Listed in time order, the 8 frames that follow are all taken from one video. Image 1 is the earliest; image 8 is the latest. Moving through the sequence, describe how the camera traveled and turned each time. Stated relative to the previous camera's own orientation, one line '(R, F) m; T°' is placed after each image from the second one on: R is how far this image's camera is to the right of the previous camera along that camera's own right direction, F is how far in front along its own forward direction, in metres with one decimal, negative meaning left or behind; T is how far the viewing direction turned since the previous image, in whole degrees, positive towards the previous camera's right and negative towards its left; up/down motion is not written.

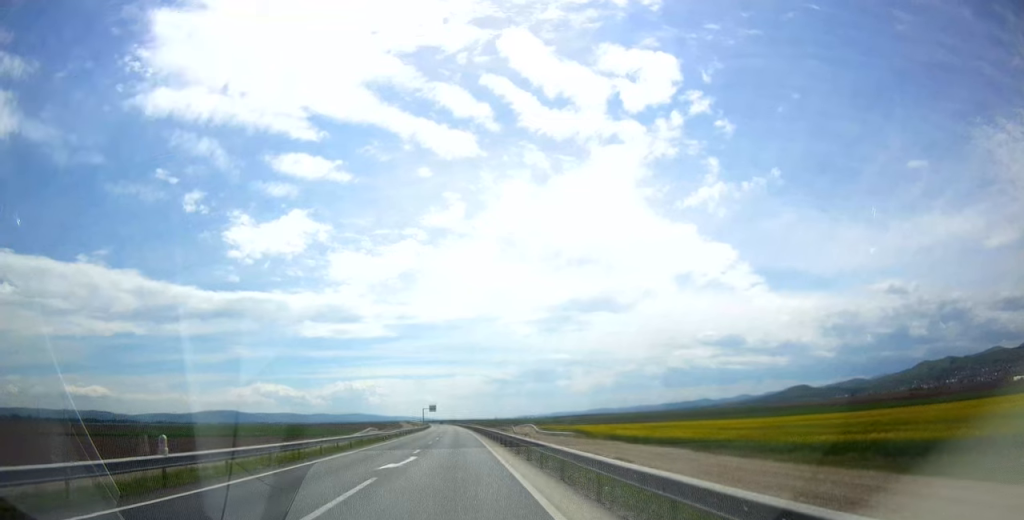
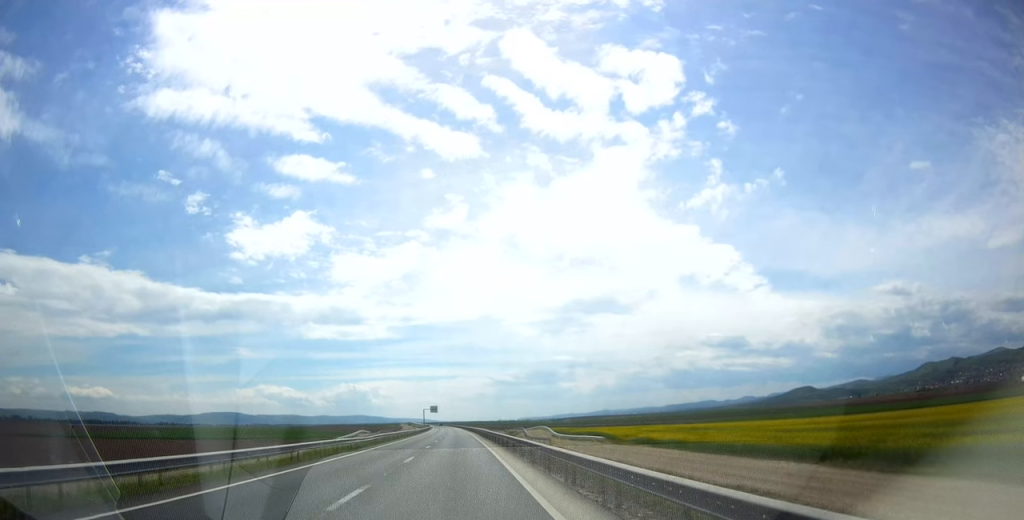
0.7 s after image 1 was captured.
(-0.1, +16.8) m; 0°
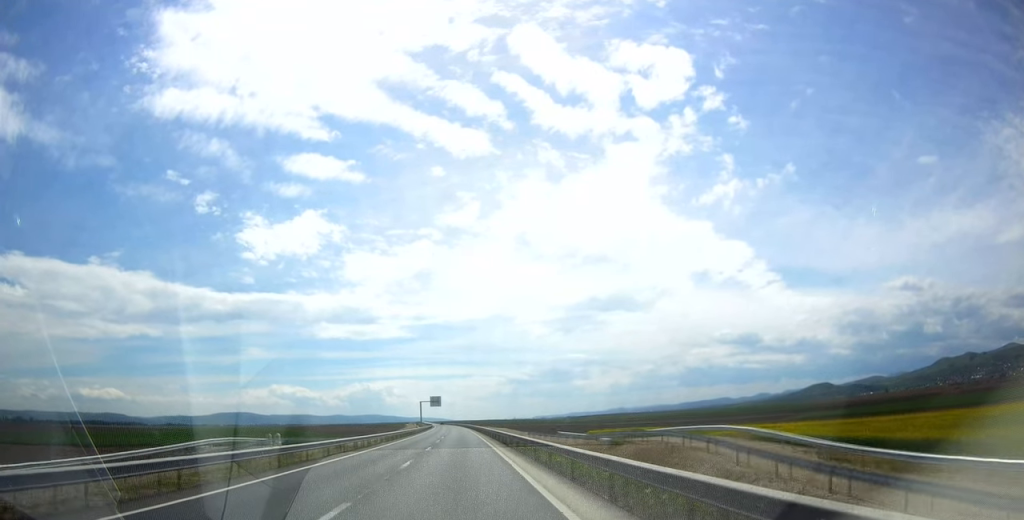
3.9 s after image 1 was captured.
(-0.3, +75.1) m; -1°
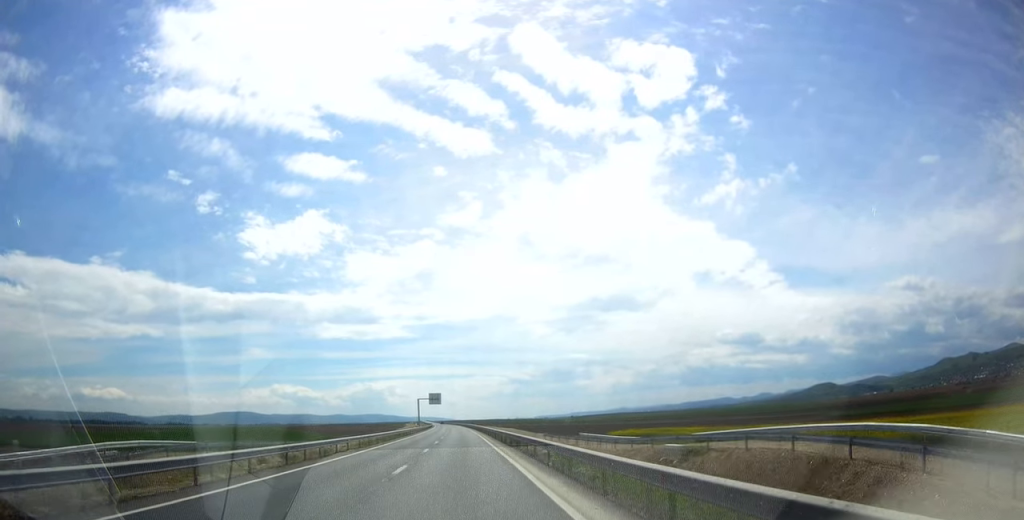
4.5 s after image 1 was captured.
(-0.1, +14.5) m; 0°
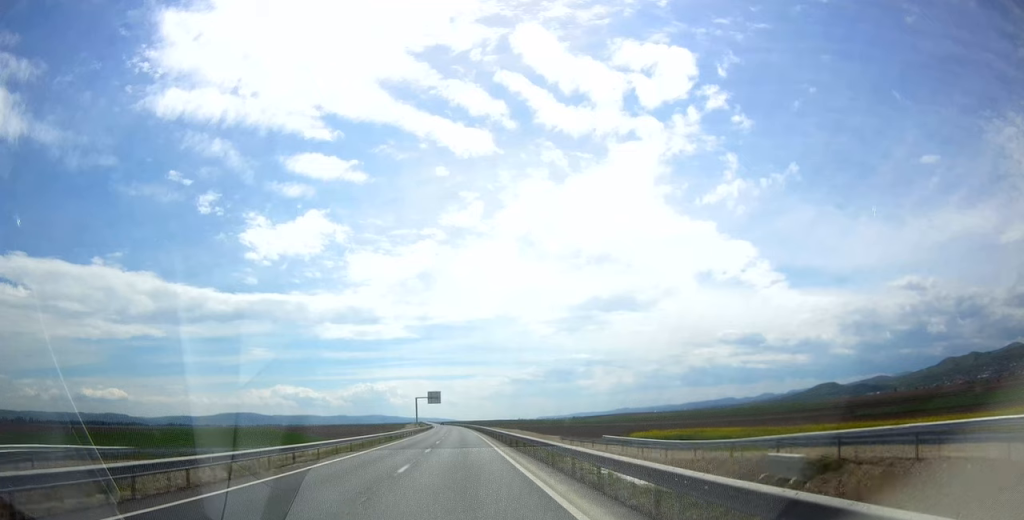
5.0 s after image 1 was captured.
(+0.3, +11.7) m; 0°
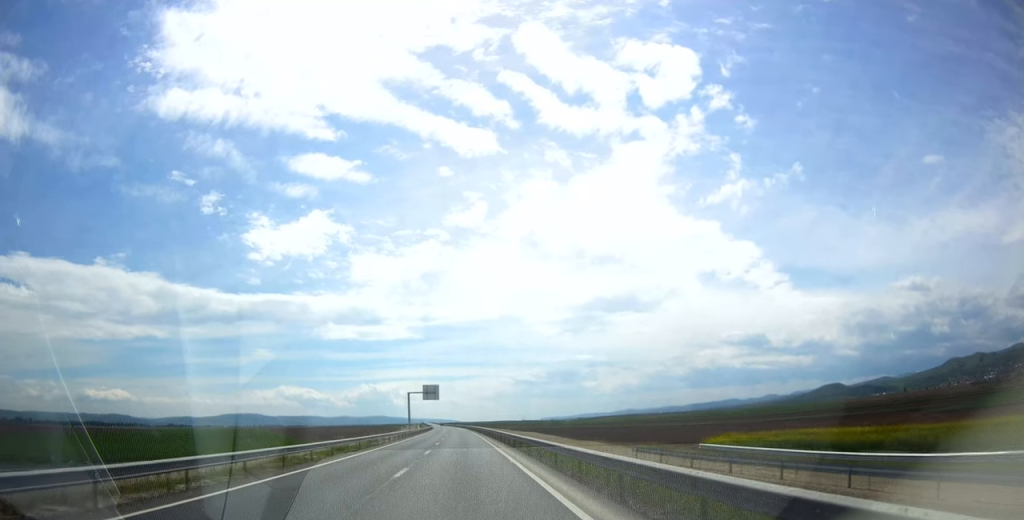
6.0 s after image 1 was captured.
(-0.4, +25.5) m; -1°
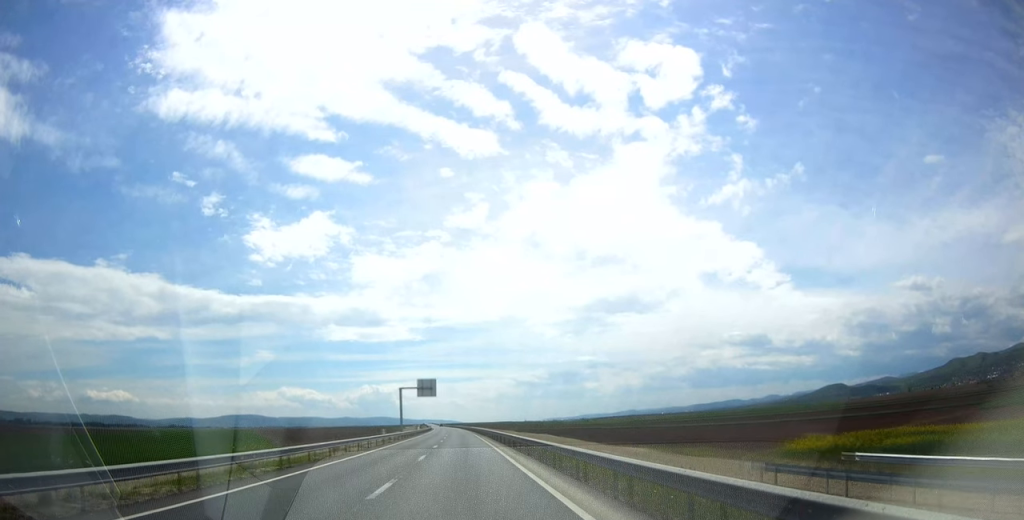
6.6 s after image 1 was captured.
(-0.1, +15.8) m; 0°
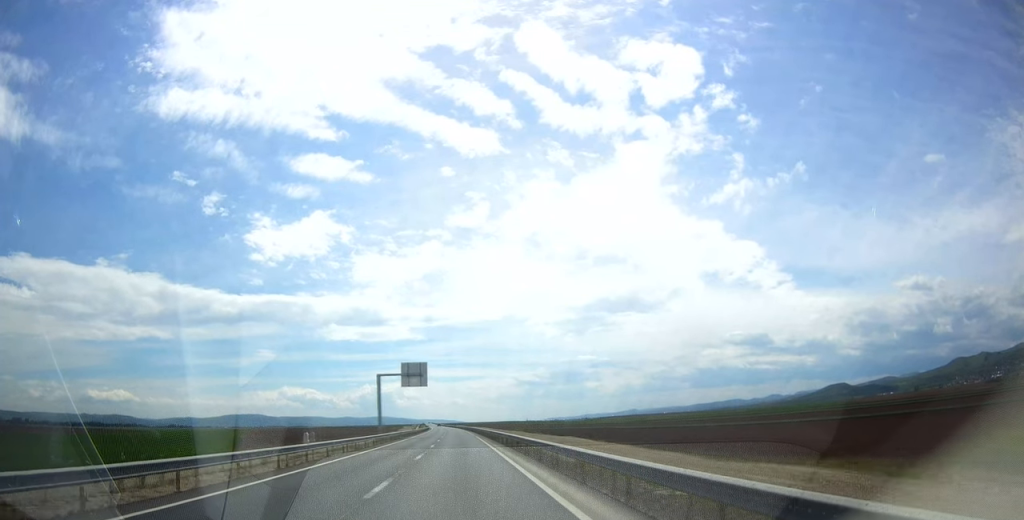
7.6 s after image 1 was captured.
(+0.2, +24.0) m; +1°
